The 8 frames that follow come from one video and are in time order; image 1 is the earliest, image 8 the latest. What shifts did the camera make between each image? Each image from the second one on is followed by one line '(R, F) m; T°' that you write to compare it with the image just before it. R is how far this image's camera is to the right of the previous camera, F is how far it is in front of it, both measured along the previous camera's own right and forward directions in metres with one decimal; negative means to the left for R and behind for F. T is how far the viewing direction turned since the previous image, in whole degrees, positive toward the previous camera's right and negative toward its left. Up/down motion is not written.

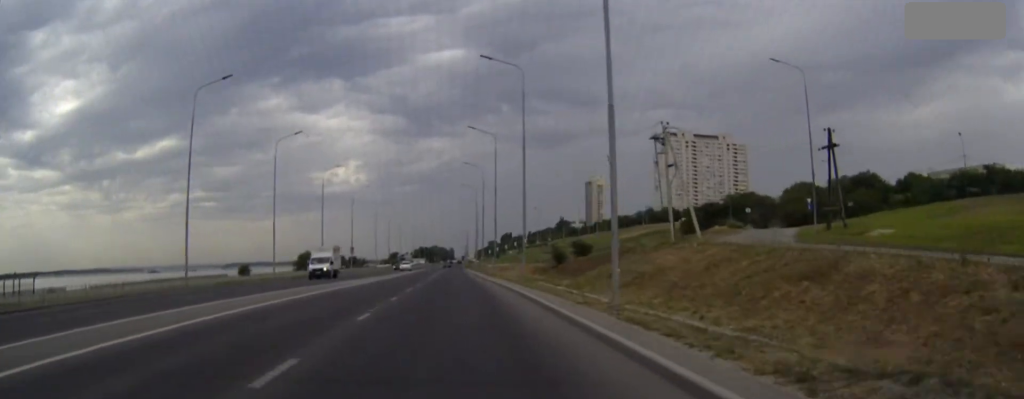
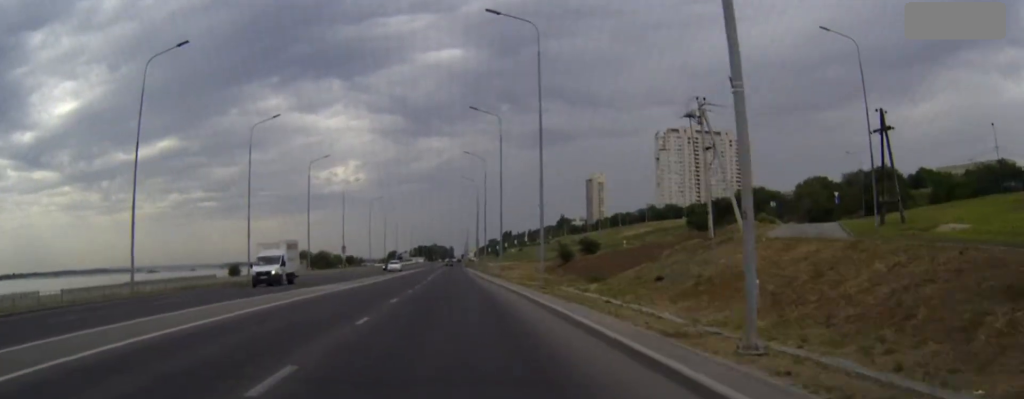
(0.0, +8.5) m; 0°
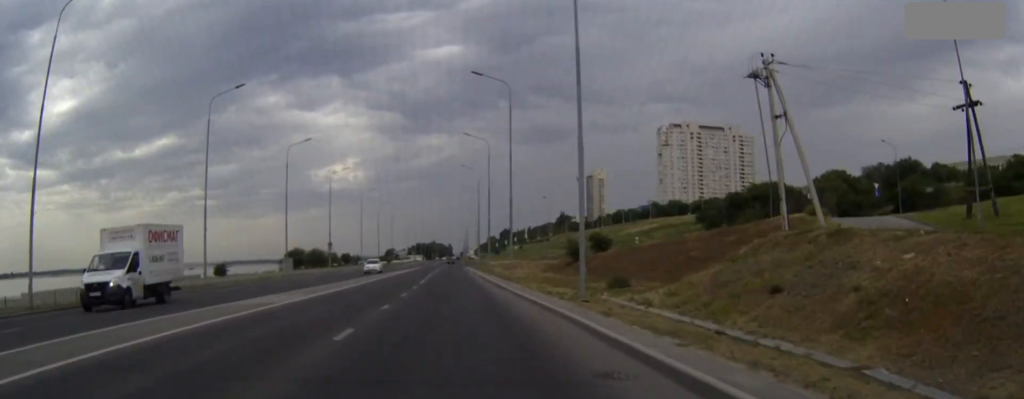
(0.0, +10.8) m; 0°
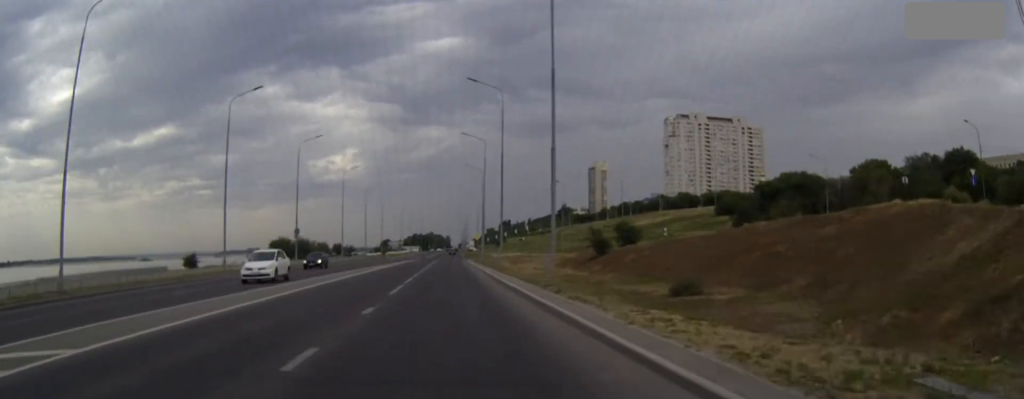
(0.0, +20.0) m; 0°
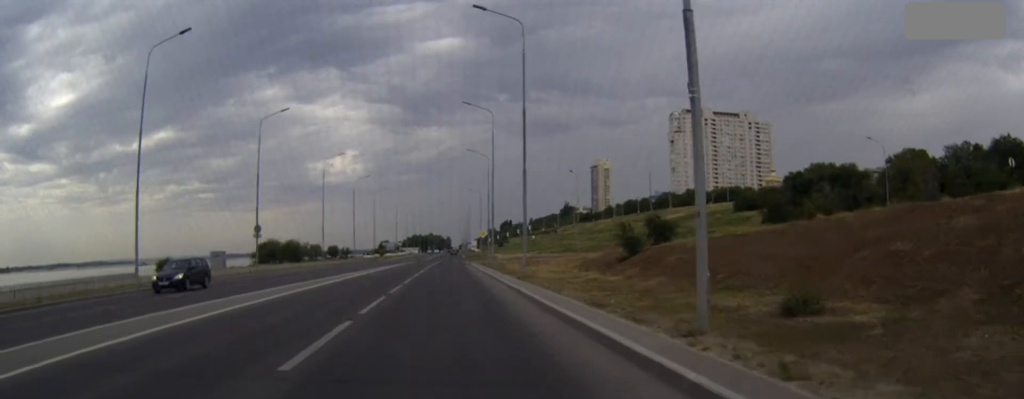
(0.0, +16.0) m; 0°
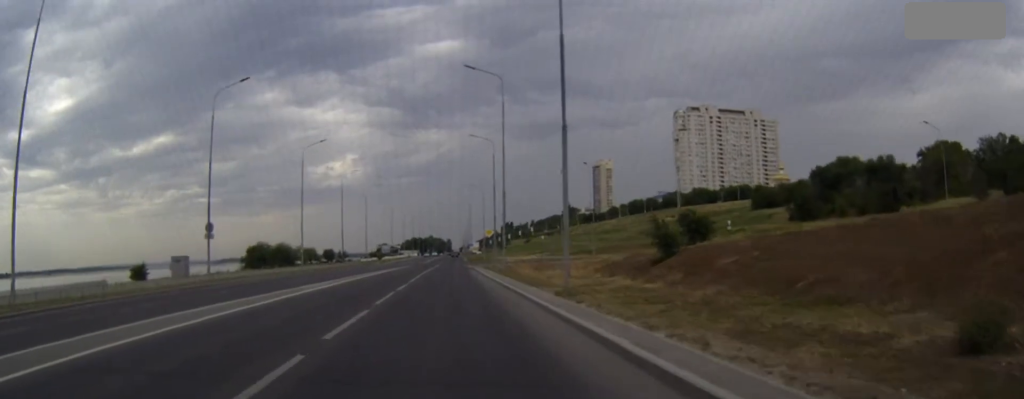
(0.0, +12.6) m; 0°
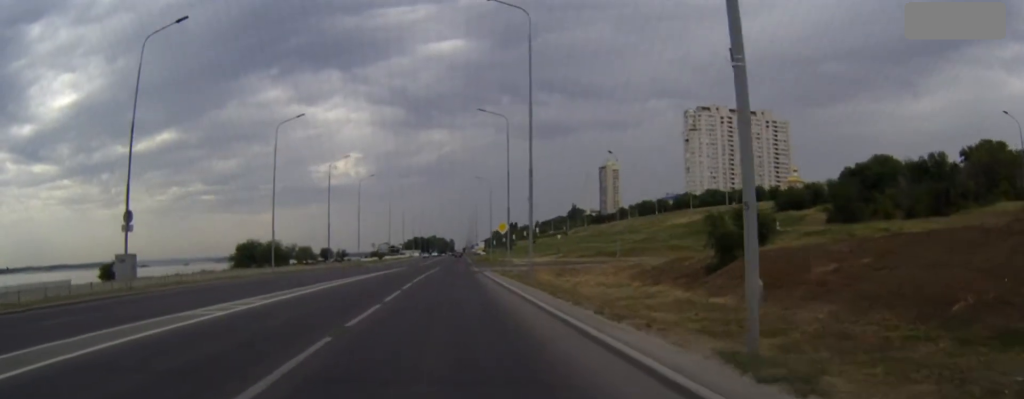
(0.0, +13.7) m; 0°
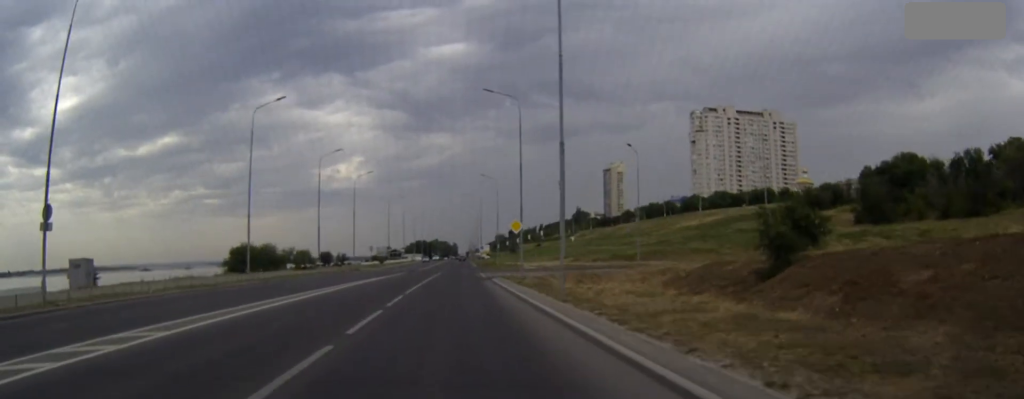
(0.0, +8.6) m; 0°
